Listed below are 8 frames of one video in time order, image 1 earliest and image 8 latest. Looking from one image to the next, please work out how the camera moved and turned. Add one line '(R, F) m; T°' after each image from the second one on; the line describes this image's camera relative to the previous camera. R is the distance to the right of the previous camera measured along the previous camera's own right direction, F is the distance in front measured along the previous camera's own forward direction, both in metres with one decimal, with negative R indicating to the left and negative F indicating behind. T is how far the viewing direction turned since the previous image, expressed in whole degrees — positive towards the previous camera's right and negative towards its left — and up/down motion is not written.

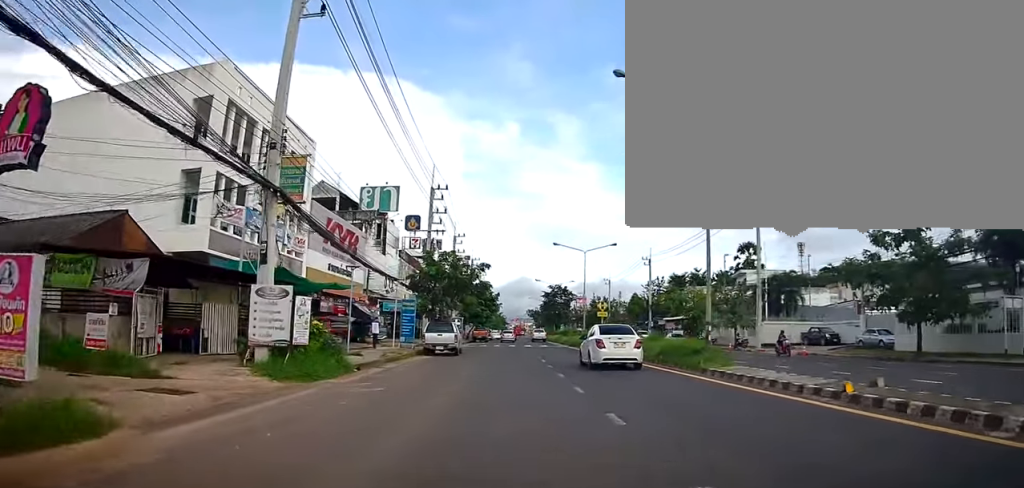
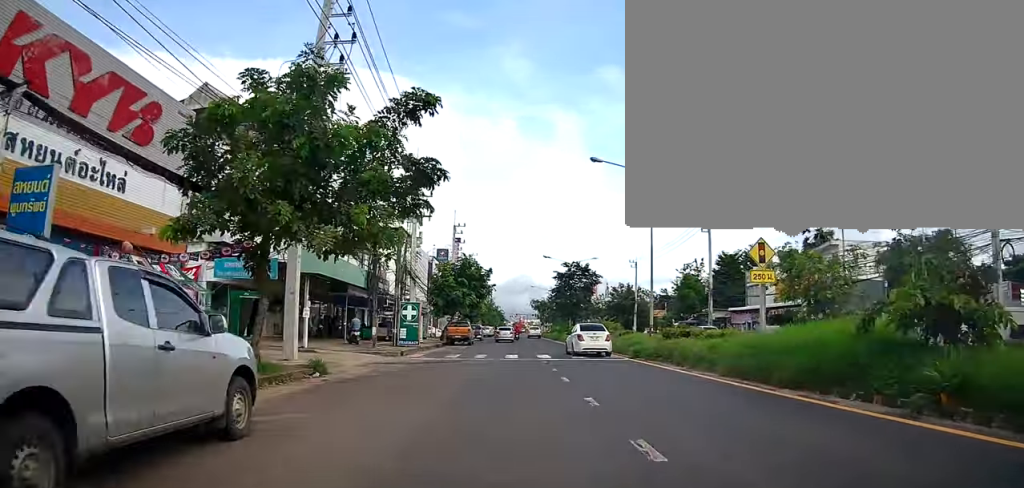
(-0.1, +27.0) m; -1°
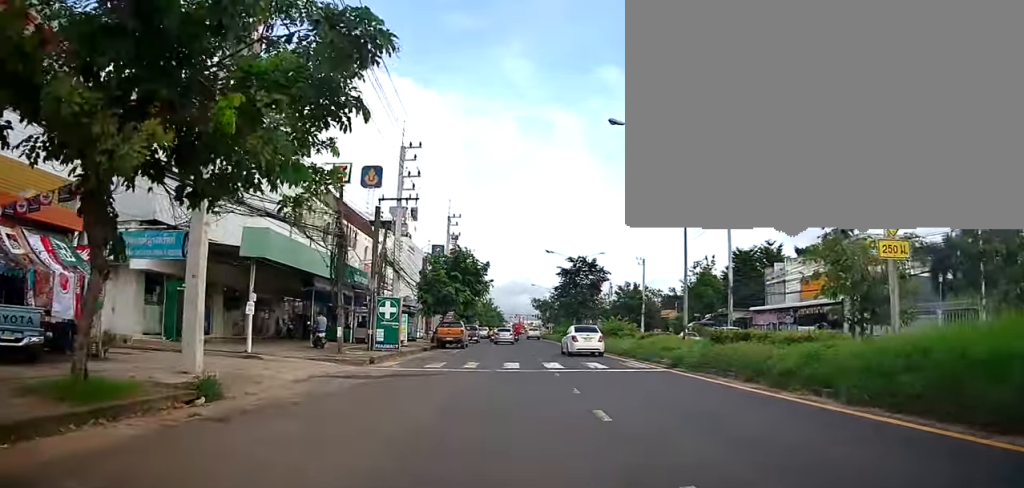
(0.0, +5.7) m; 0°
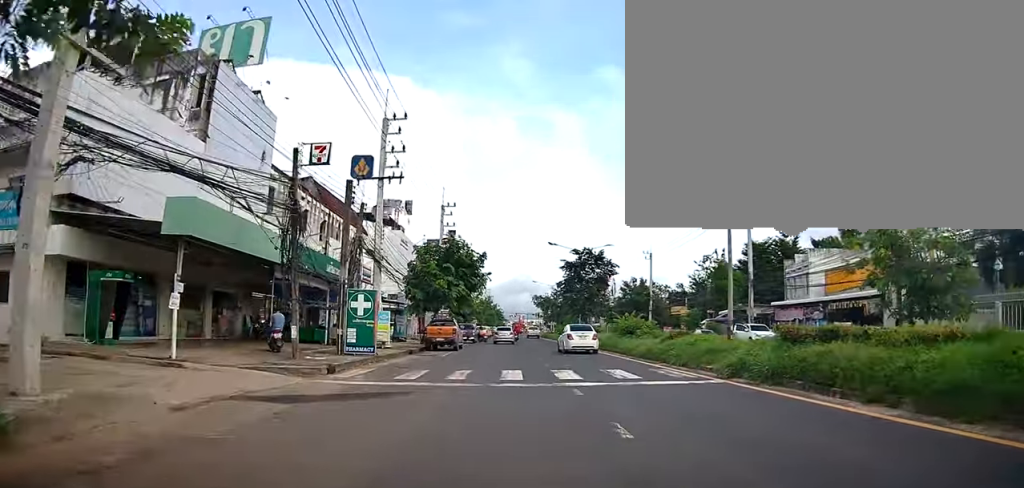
(0.0, +5.0) m; 0°
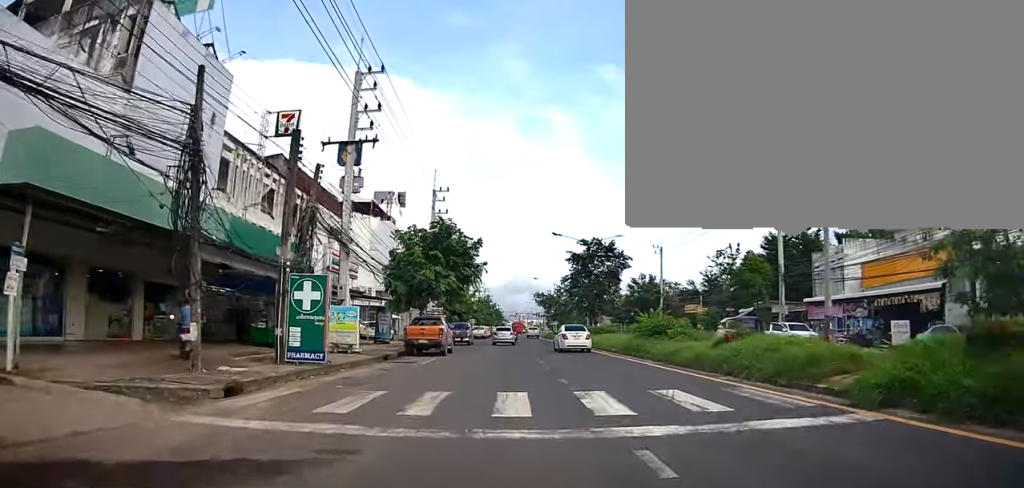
(0.0, +6.1) m; 0°
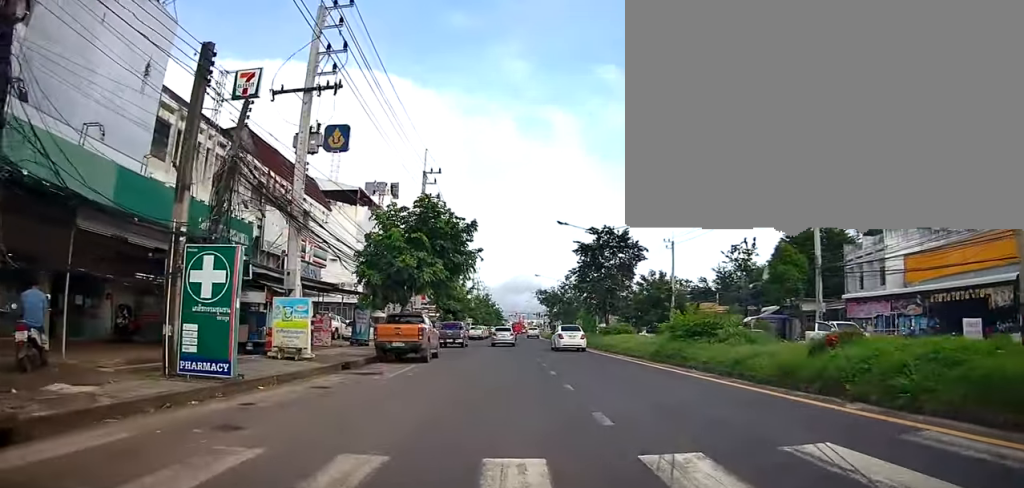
(0.0, +5.9) m; 0°
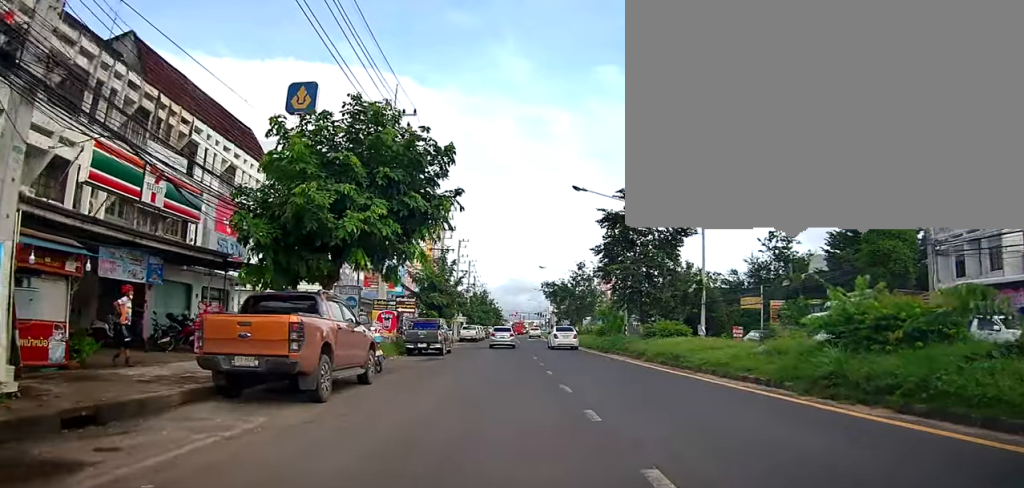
(-0.1, +11.9) m; -1°
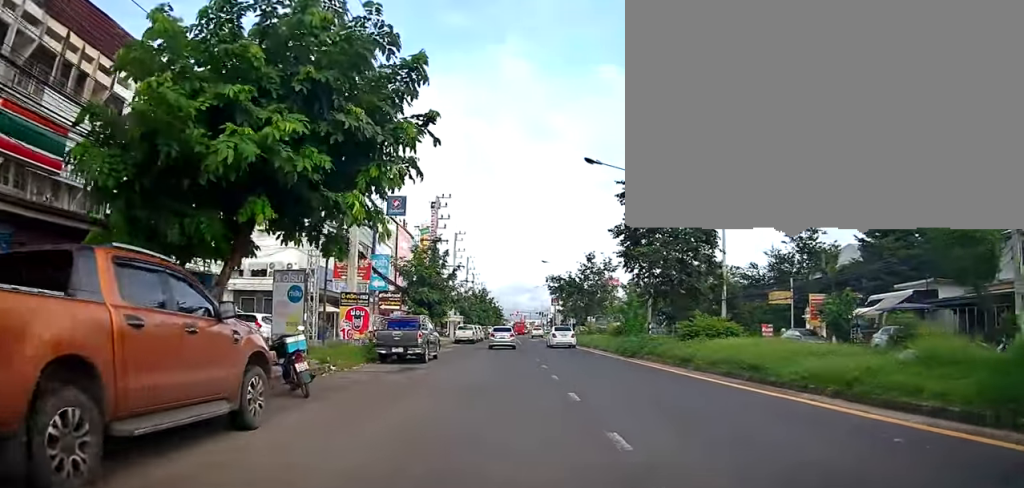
(0.0, +5.9) m; 0°
